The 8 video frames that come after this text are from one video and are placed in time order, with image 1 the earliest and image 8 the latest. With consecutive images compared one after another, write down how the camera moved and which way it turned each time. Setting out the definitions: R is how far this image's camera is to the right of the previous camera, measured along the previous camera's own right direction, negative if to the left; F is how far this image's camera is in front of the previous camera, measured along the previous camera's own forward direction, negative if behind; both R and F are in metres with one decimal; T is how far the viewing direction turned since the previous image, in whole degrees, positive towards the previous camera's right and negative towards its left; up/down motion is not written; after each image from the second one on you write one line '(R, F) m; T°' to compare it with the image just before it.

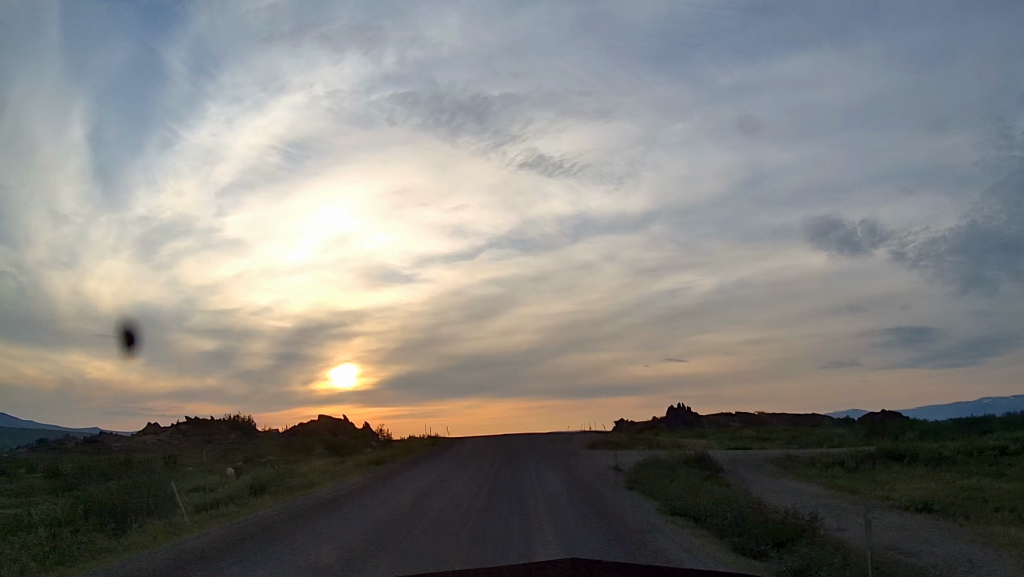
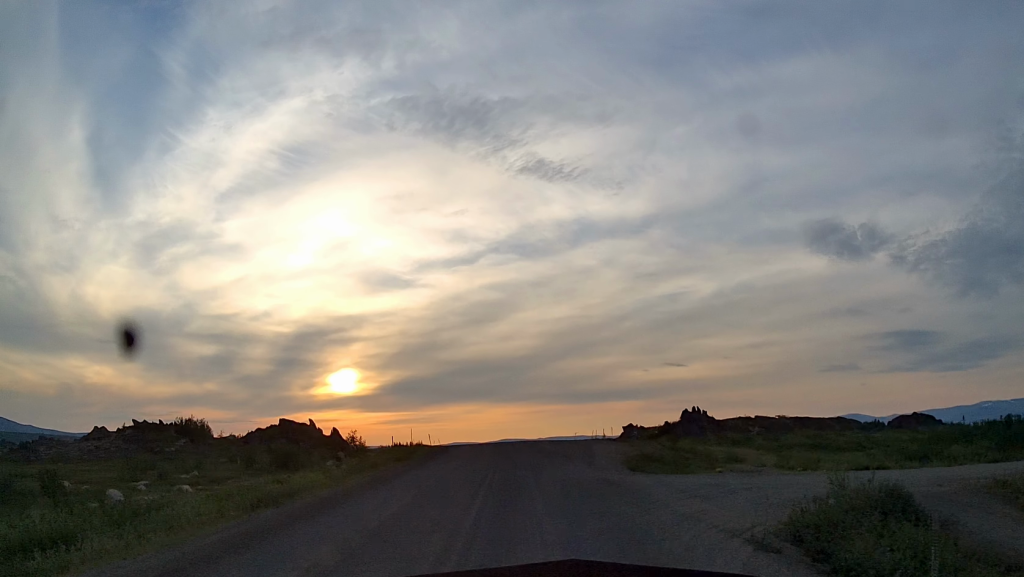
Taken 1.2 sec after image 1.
(+0.6, +20.5) m; +2°
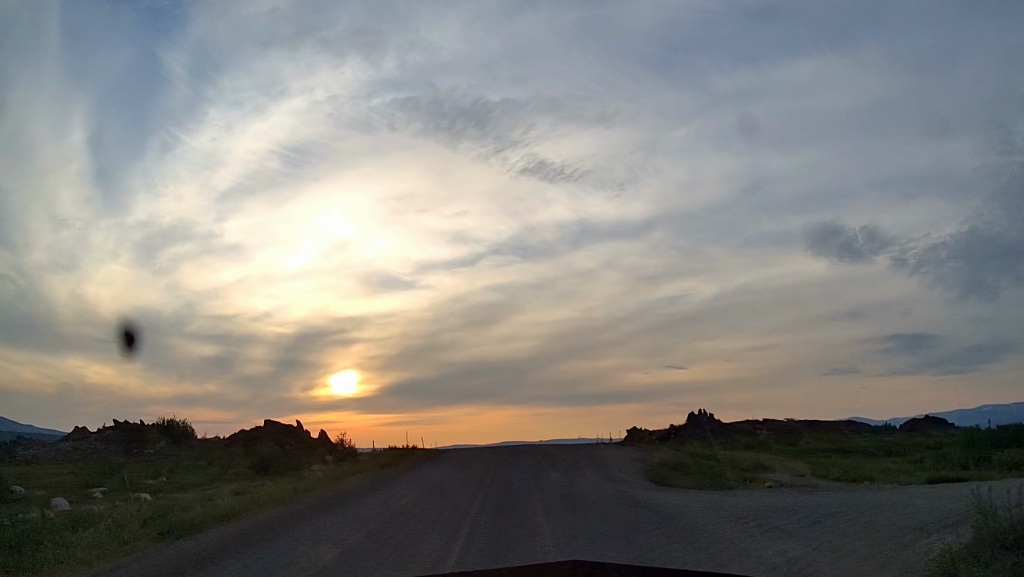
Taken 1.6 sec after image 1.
(0.0, +6.5) m; +1°
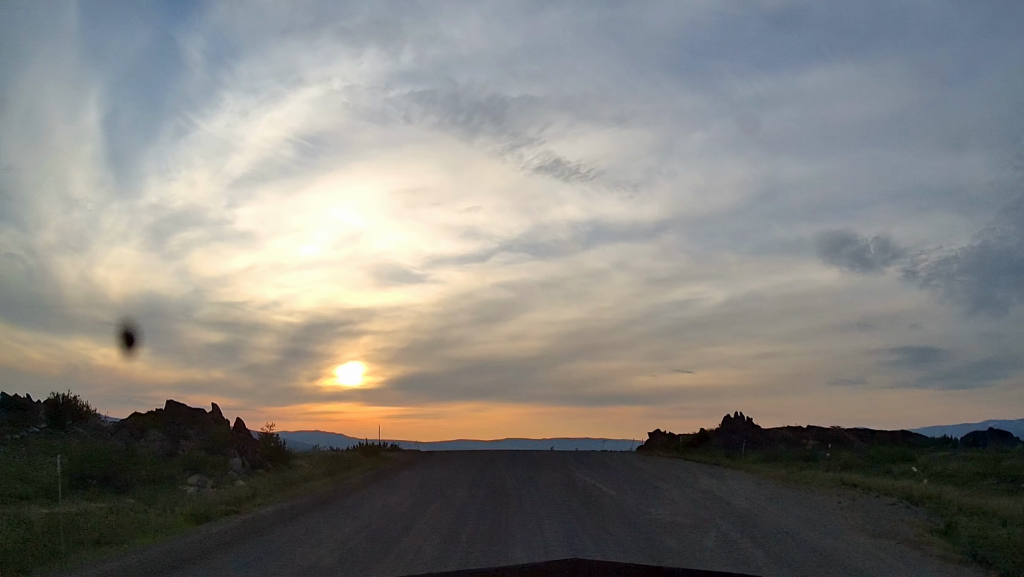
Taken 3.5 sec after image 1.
(+0.3, +29.9) m; -2°
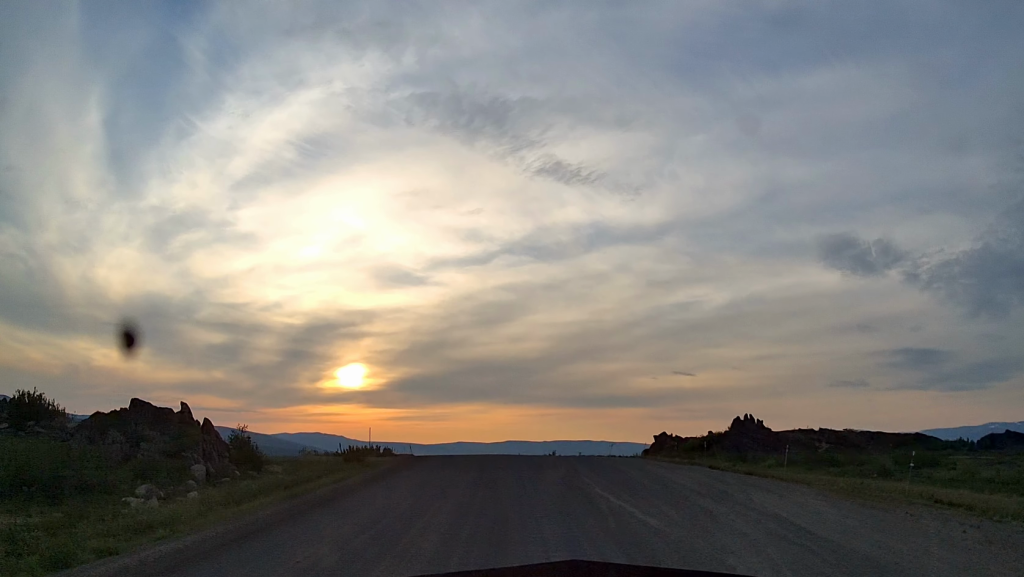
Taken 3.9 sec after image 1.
(-0.7, +7.1) m; -1°
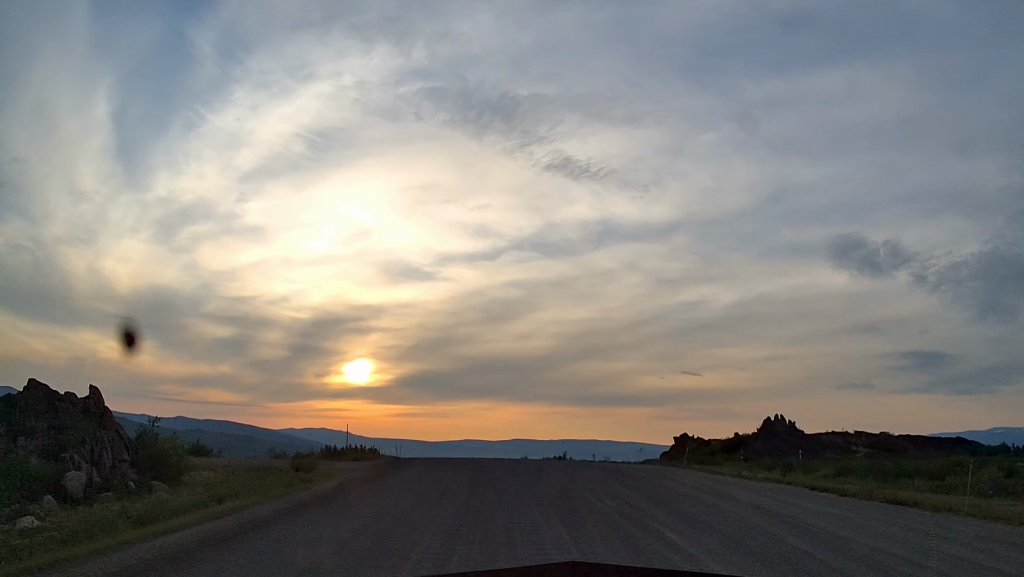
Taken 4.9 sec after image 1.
(+0.8, +16.1) m; +1°
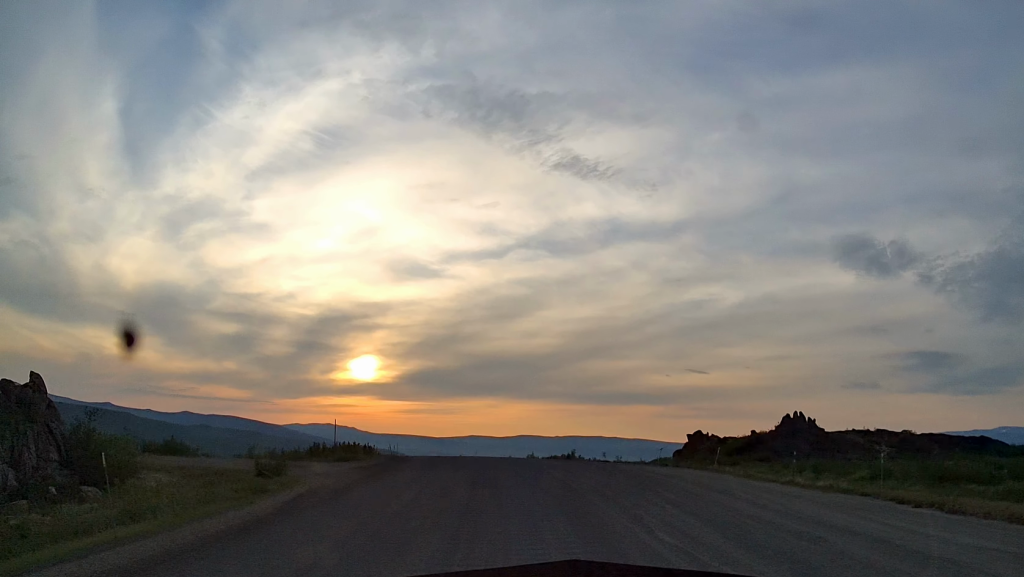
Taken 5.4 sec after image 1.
(0.0, +7.6) m; 0°
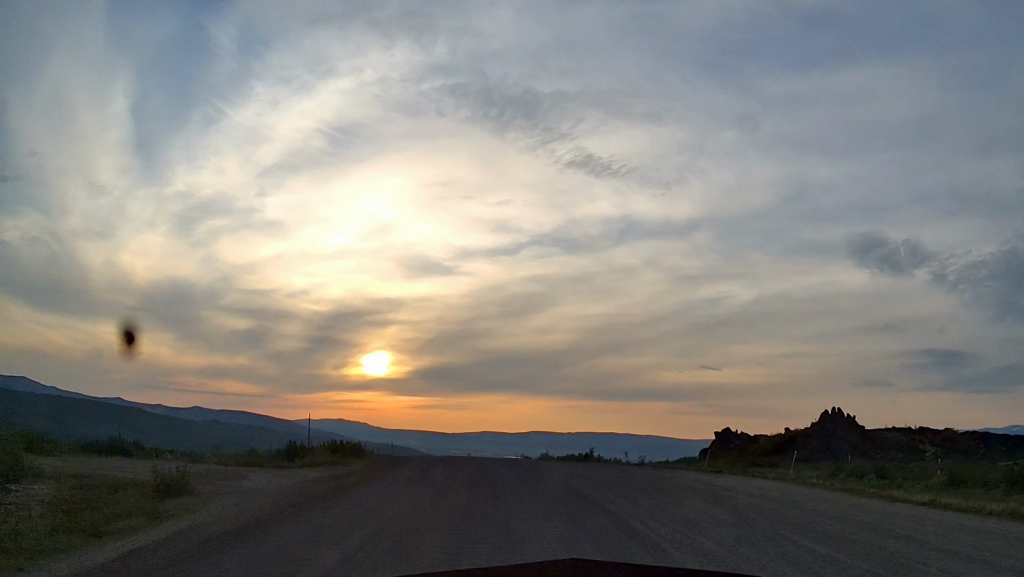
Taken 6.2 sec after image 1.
(-0.5, +12.6) m; -1°
